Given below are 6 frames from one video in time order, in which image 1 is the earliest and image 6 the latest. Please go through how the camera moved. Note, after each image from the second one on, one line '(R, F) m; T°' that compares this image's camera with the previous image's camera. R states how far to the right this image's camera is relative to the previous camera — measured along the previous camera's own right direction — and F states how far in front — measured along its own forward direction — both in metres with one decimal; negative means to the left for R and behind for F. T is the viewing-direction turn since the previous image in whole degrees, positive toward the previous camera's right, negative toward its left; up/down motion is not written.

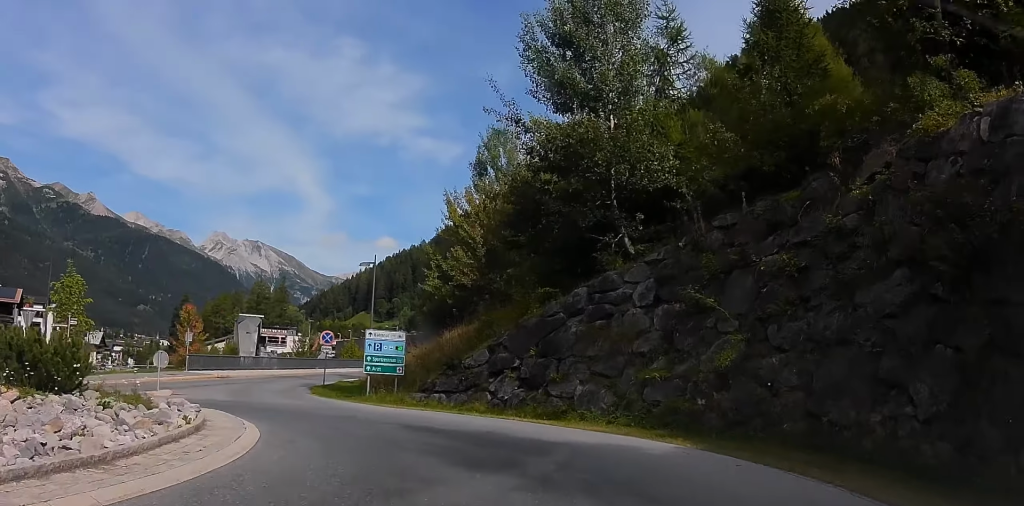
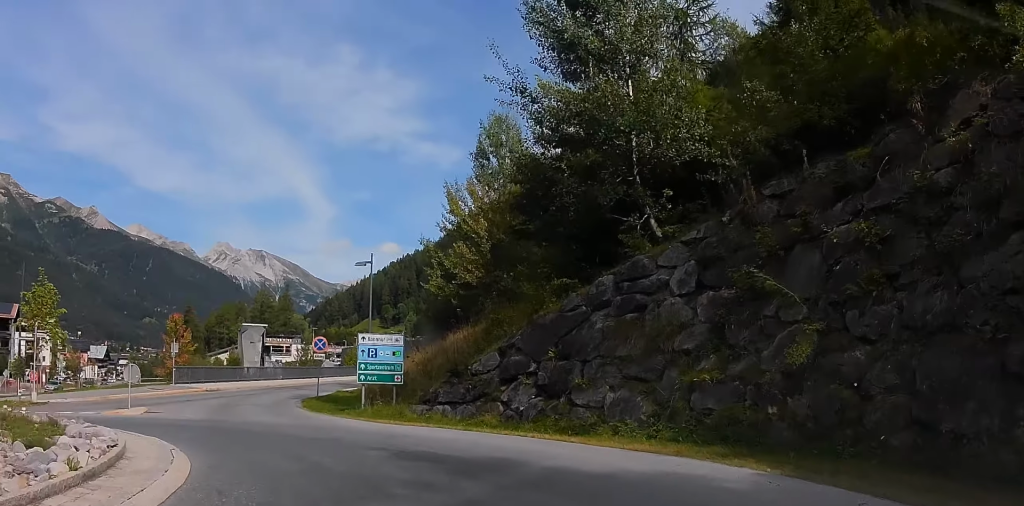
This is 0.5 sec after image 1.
(-0.1, +3.1) m; -7°
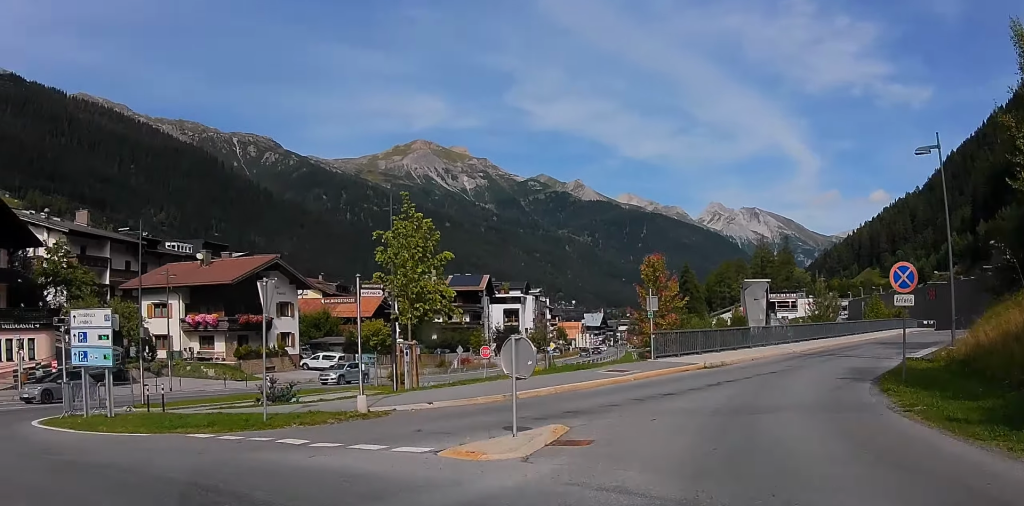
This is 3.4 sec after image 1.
(-6.1, +13.9) m; -33°
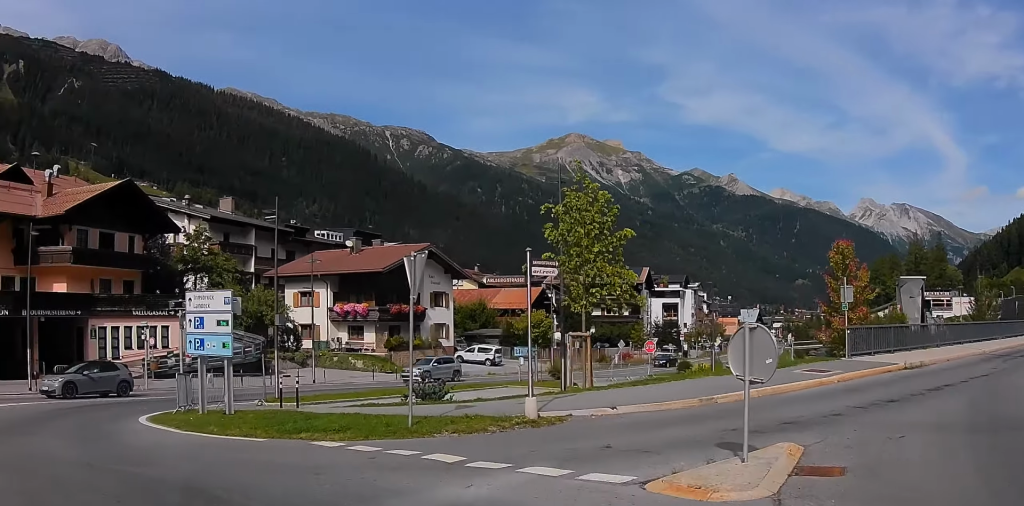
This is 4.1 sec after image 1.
(+0.1, +3.1) m; -4°
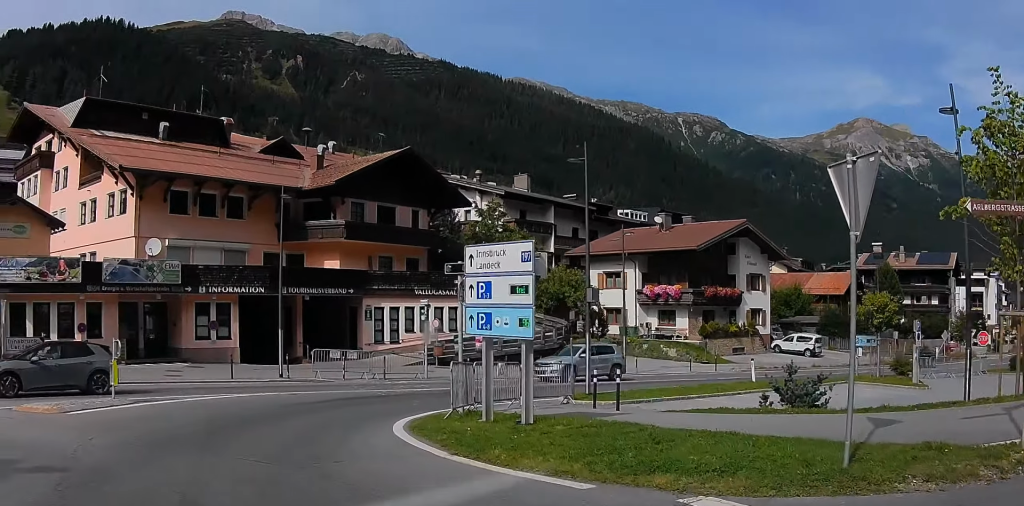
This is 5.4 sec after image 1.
(-1.0, +4.8) m; -37°
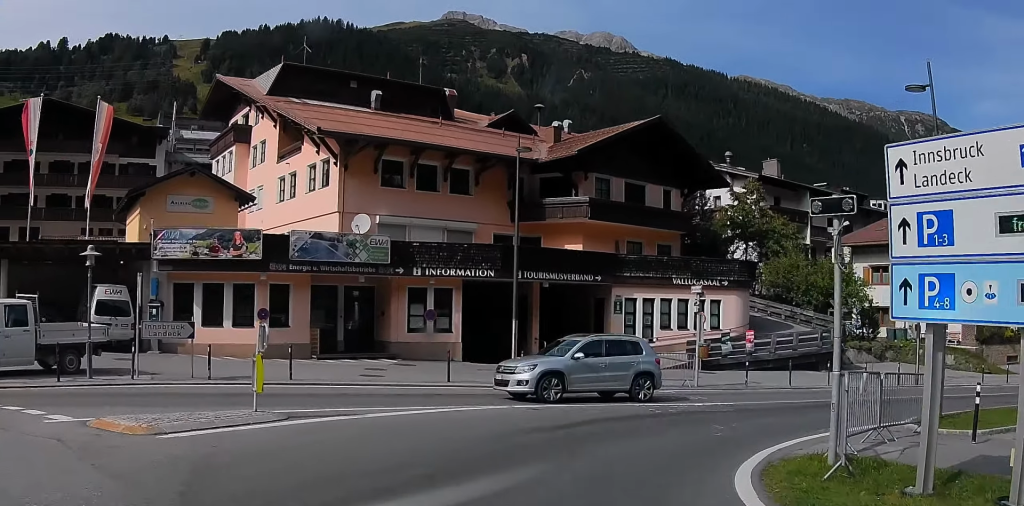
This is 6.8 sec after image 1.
(-1.8, +6.0) m; -17°
